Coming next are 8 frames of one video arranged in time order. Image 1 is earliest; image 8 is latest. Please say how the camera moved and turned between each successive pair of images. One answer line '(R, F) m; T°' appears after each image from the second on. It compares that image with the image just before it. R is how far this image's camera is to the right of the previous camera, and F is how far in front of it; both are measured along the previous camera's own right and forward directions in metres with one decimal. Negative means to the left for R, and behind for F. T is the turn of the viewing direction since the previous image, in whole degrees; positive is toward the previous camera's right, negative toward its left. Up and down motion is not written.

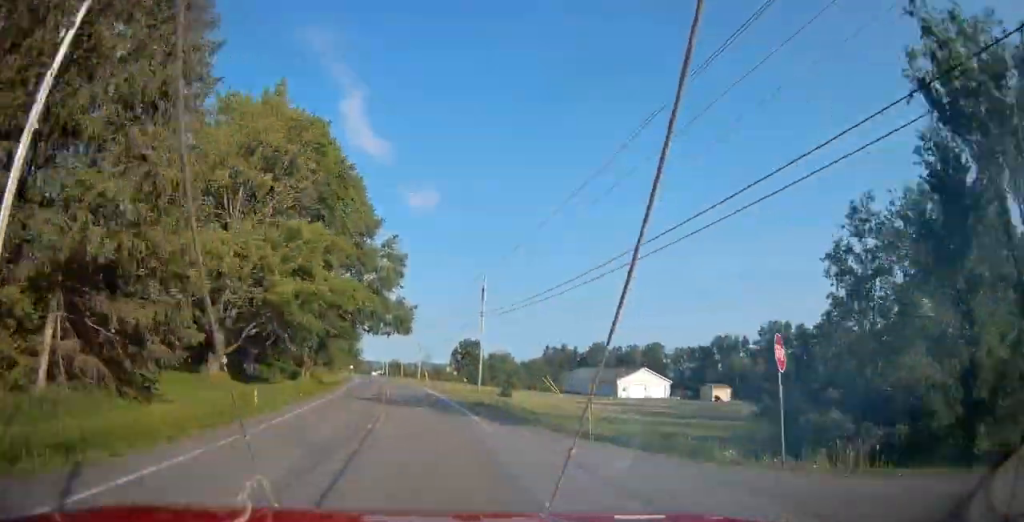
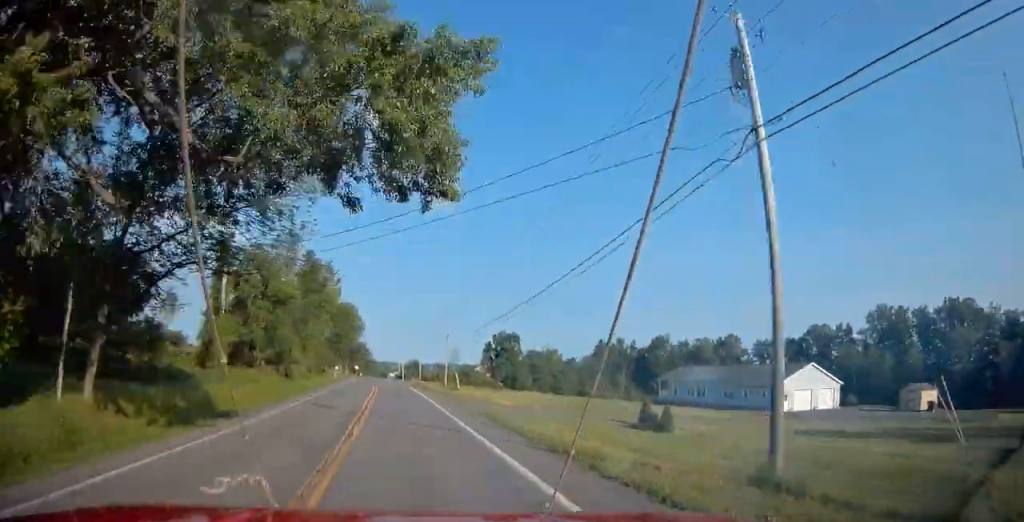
(-0.5, +40.5) m; -2°
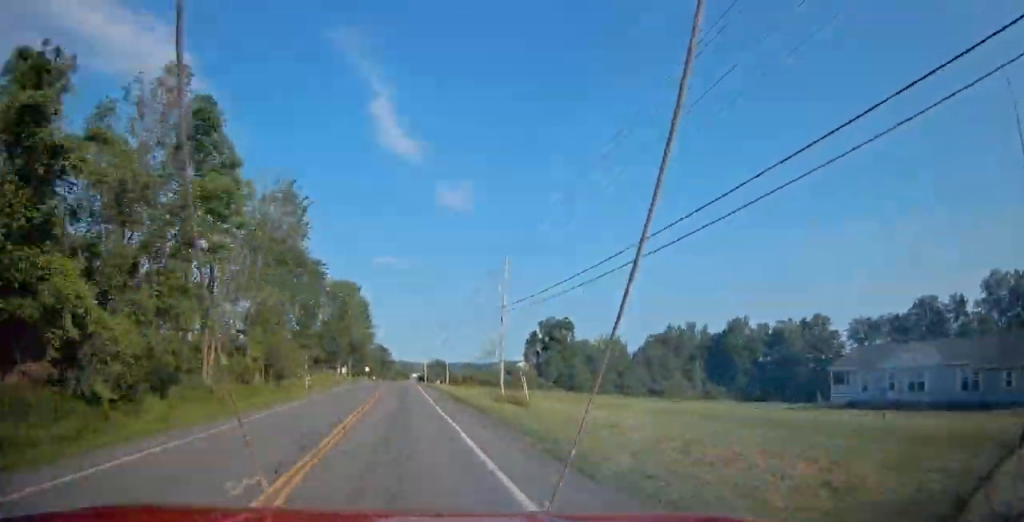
(-0.7, +33.4) m; -1°
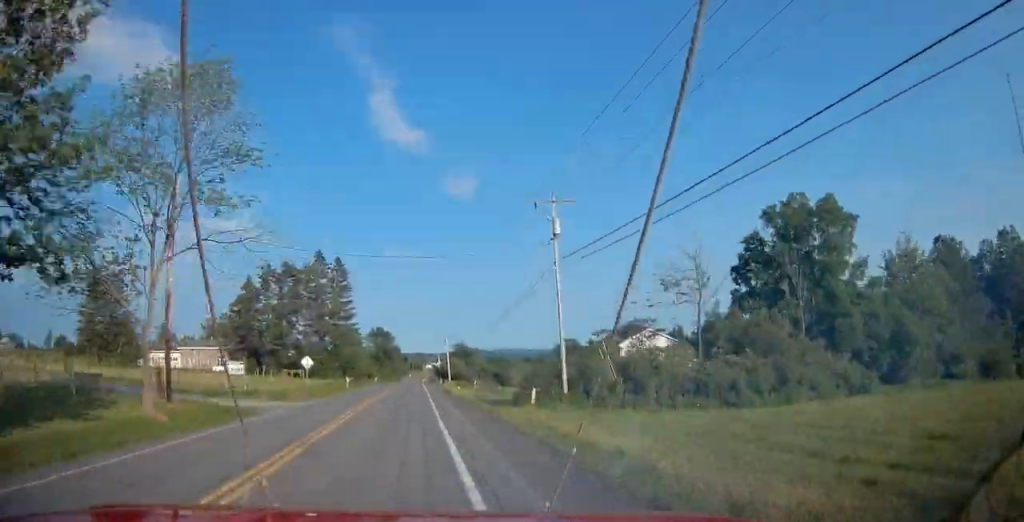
(-1.8, +79.6) m; -2°
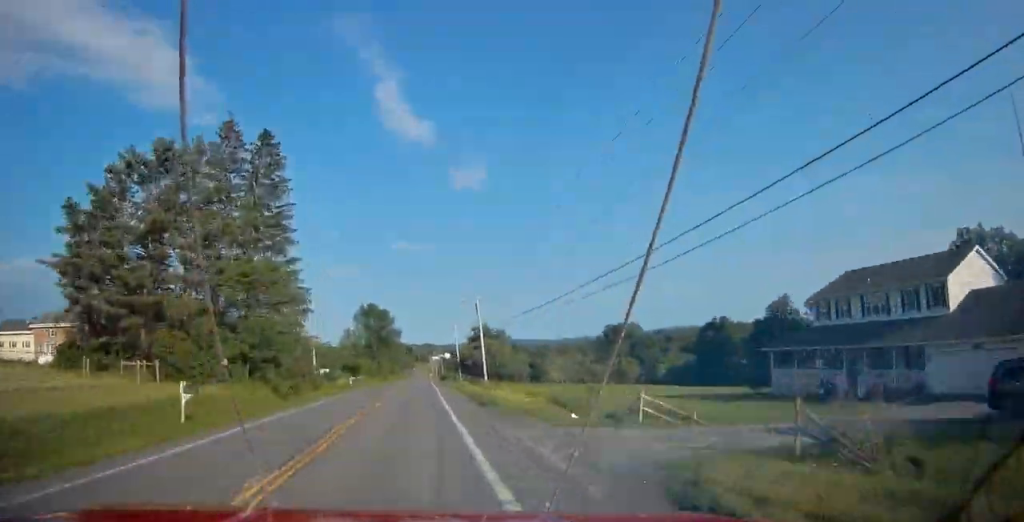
(-0.3, +52.3) m; 0°
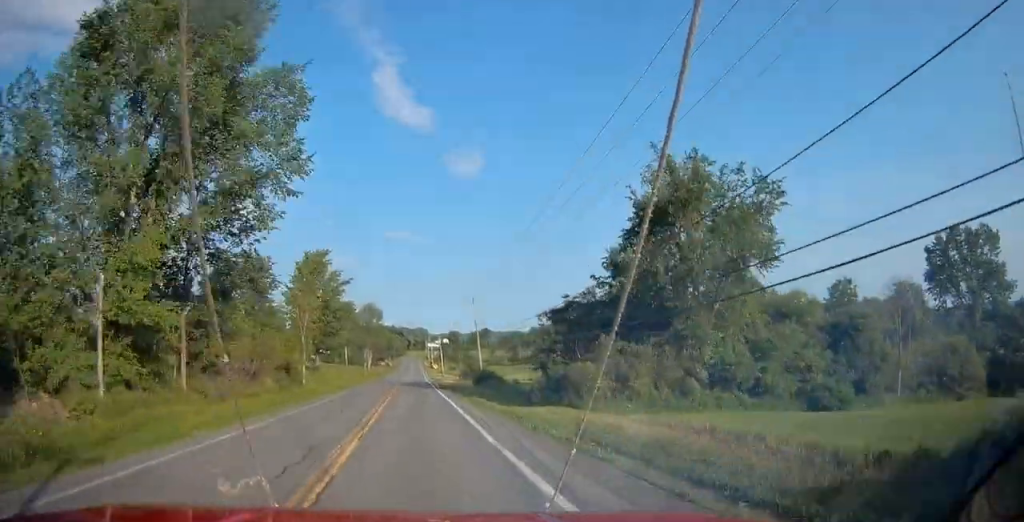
(-0.2, +116.9) m; 0°
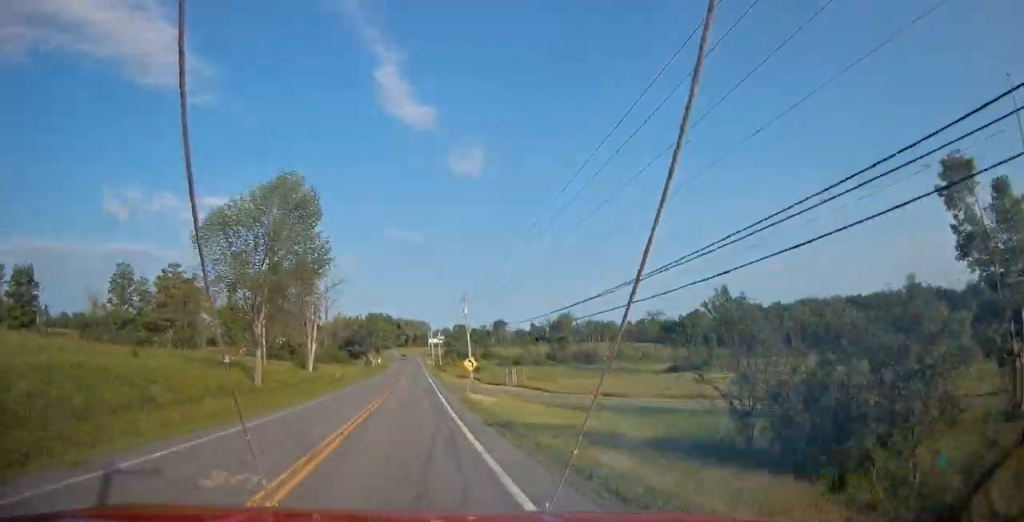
(+0.2, +74.8) m; 0°
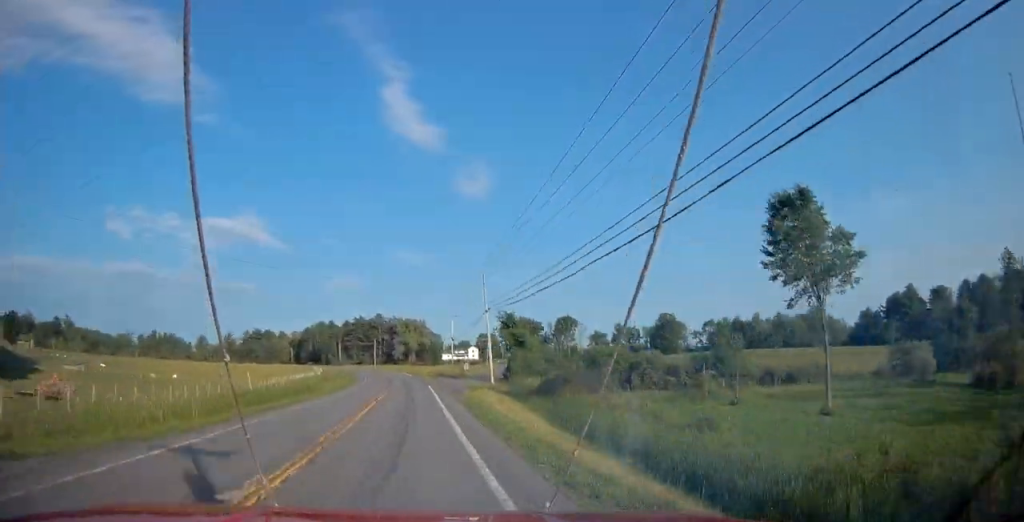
(+0.2, +156.2) m; -1°
